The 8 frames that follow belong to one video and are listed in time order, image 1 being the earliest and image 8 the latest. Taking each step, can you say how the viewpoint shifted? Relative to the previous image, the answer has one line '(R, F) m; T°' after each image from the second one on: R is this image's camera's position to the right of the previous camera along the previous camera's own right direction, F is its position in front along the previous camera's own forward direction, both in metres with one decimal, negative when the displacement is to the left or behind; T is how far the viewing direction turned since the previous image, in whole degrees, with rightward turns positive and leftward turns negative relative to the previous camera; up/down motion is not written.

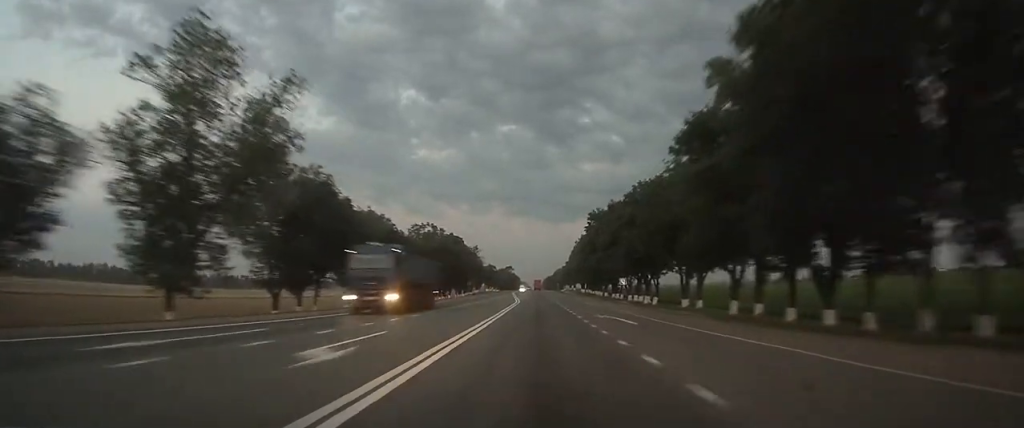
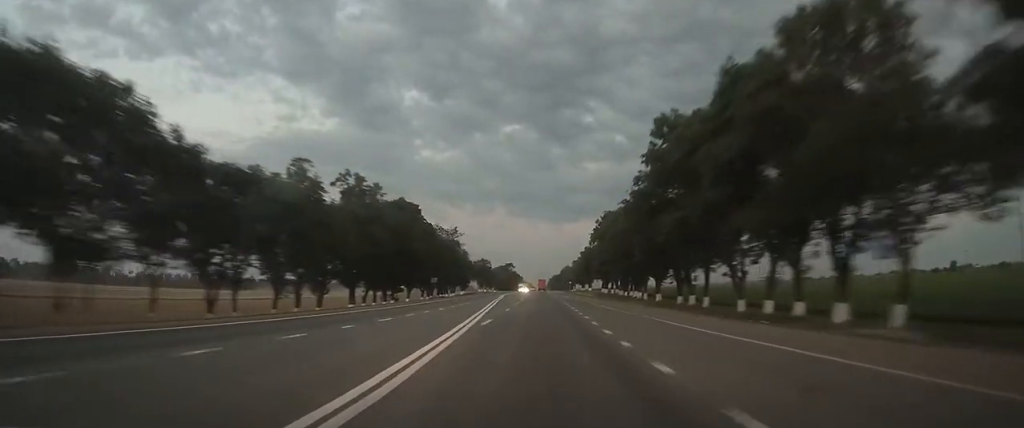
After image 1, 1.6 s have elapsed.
(-0.2, +50.7) m; 0°
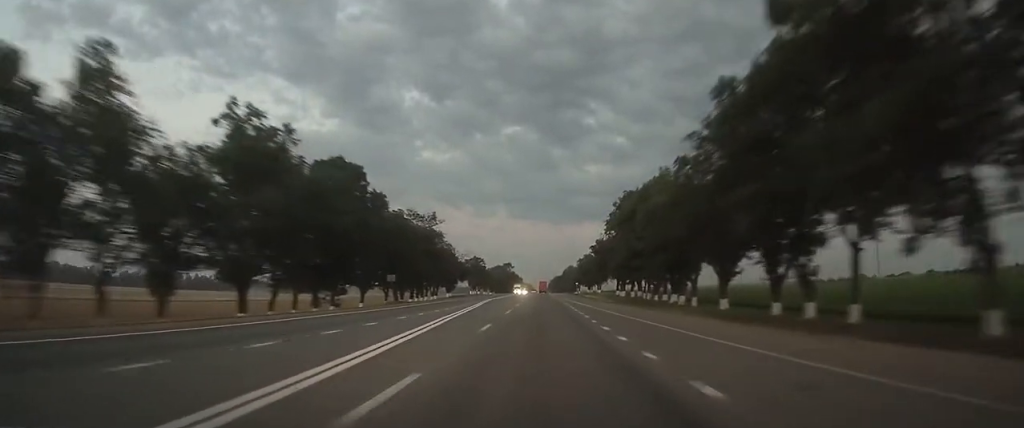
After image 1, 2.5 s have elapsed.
(0.0, +25.7) m; 0°
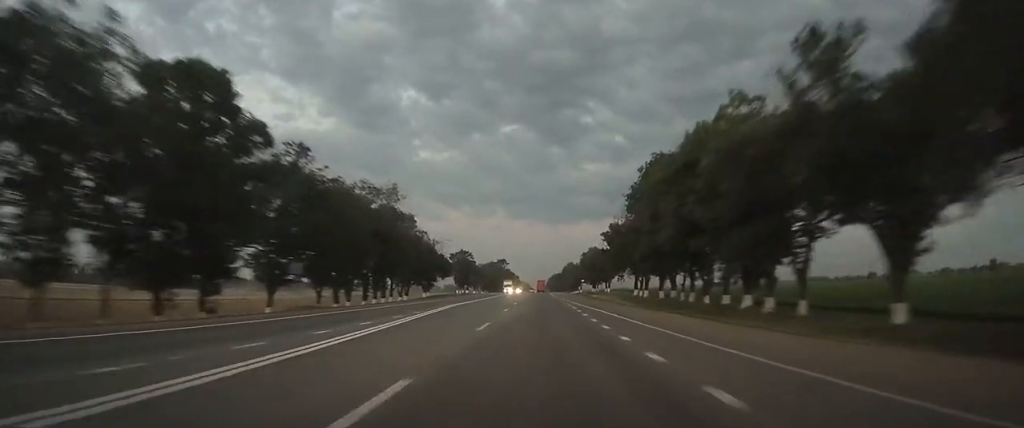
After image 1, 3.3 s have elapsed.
(0.0, +24.5) m; 0°
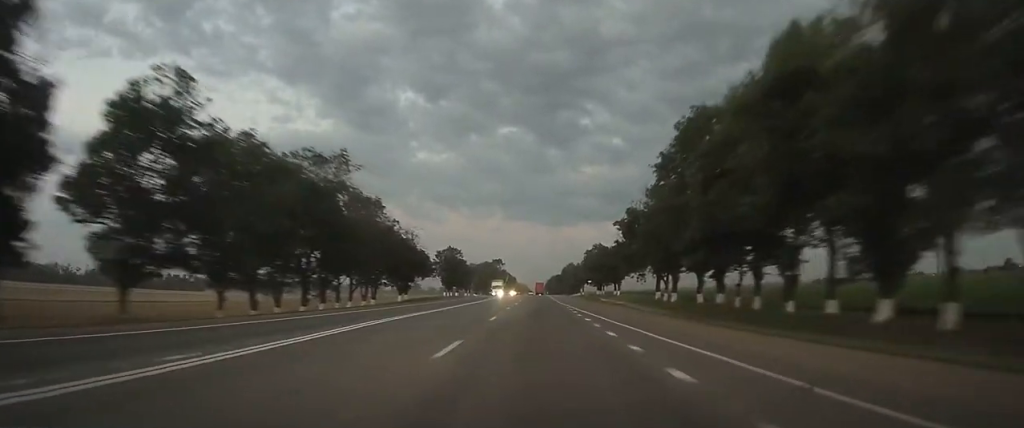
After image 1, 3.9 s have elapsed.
(0.0, +18.1) m; 0°
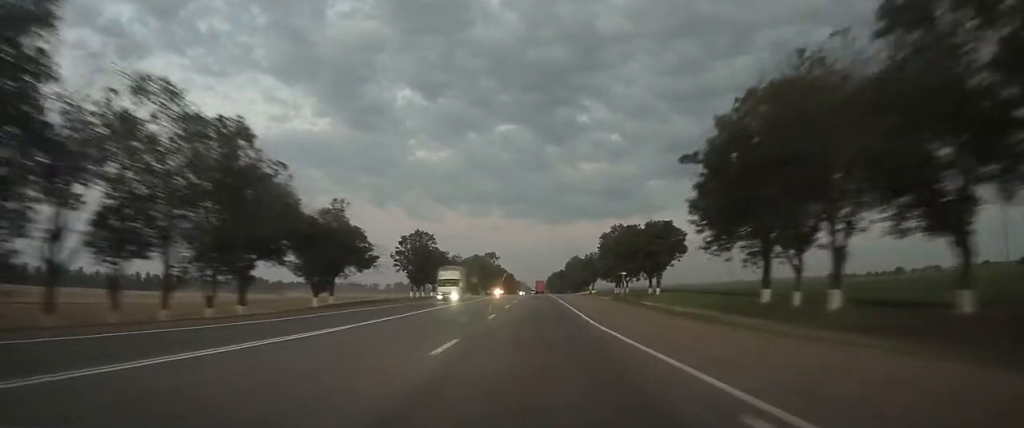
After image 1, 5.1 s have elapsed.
(0.0, +35.7) m; 0°
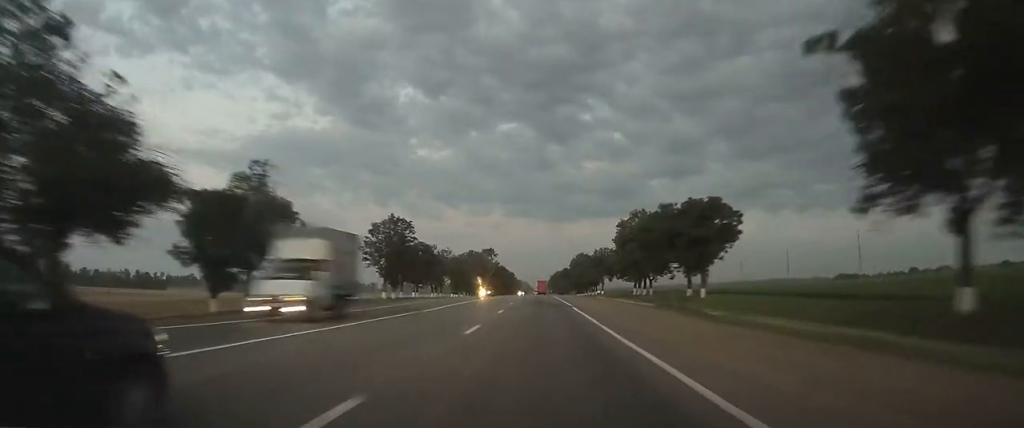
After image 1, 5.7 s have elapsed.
(0.0, +19.3) m; 0°
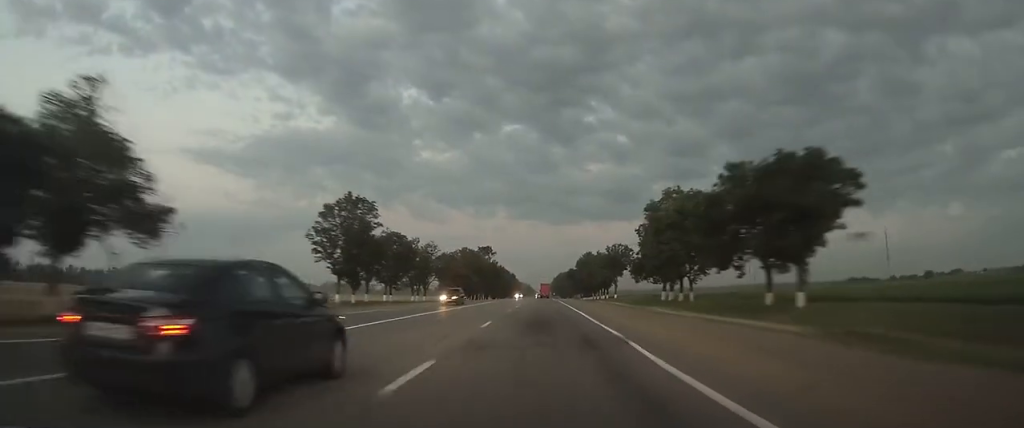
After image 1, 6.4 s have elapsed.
(0.0, +20.1) m; 0°
